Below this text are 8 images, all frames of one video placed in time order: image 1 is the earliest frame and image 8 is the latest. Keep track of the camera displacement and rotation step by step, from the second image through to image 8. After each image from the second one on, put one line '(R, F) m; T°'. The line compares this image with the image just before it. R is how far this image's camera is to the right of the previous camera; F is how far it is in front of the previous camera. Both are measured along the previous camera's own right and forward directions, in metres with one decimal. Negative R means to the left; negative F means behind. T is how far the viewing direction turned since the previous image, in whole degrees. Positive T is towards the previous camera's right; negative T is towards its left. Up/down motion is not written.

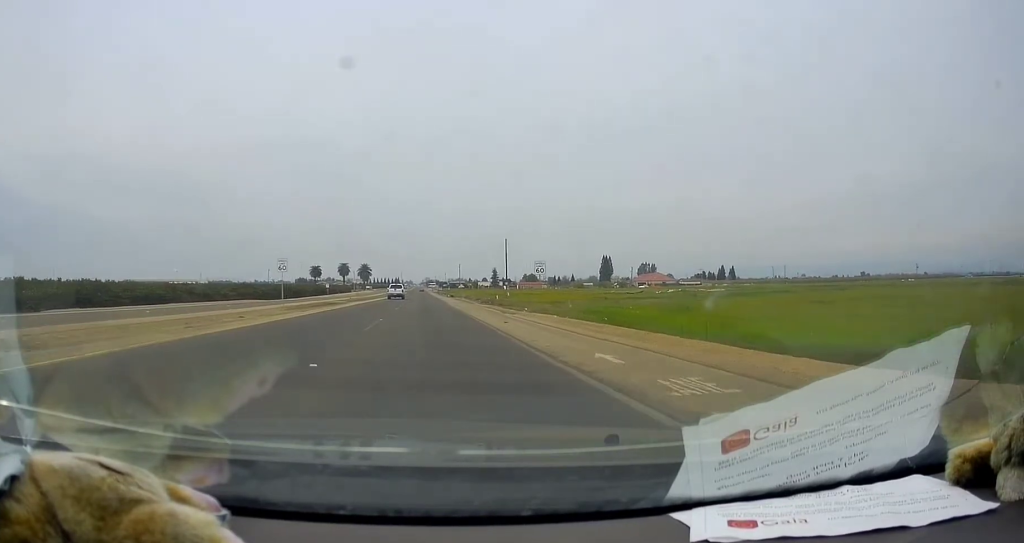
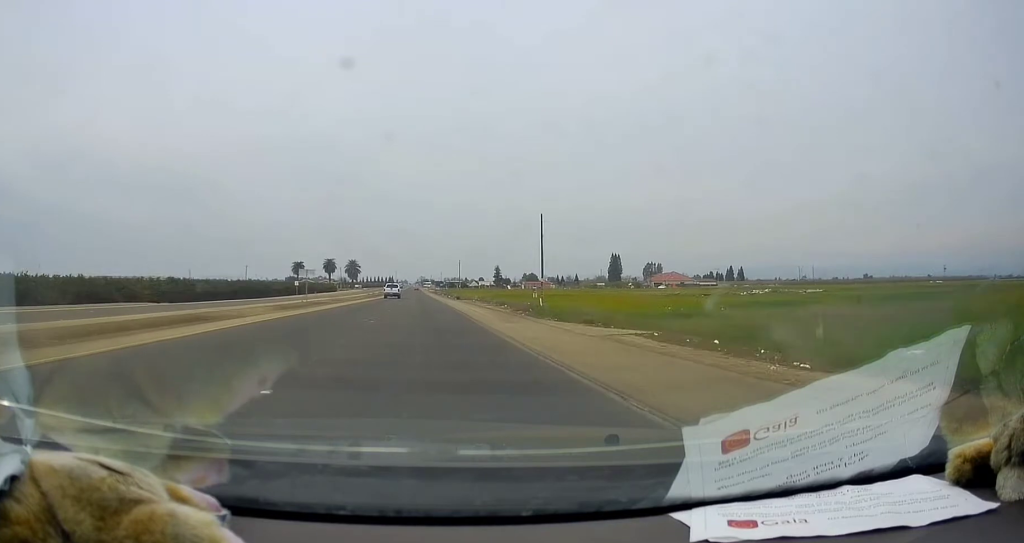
(-0.4, +32.2) m; -2°
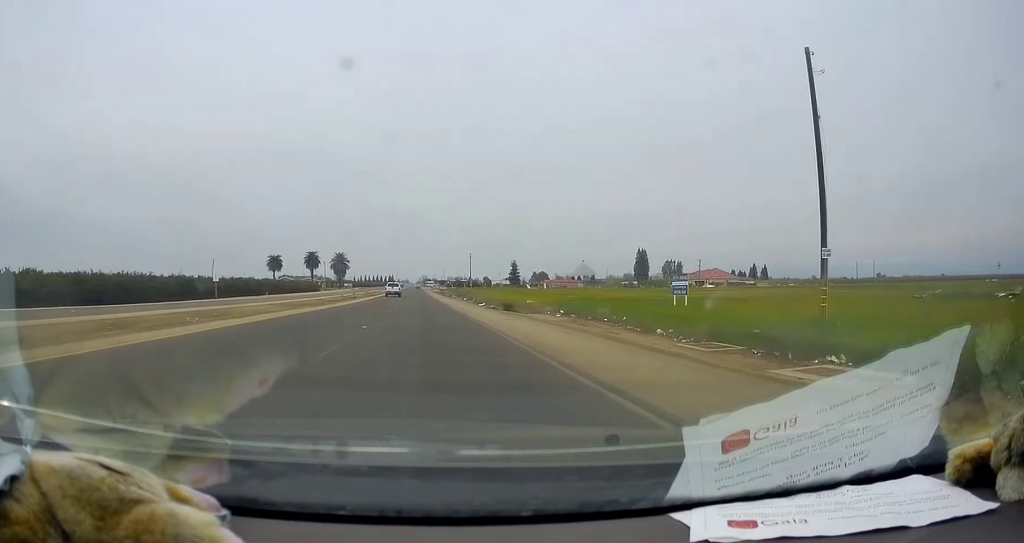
(-0.1, +47.1) m; 0°
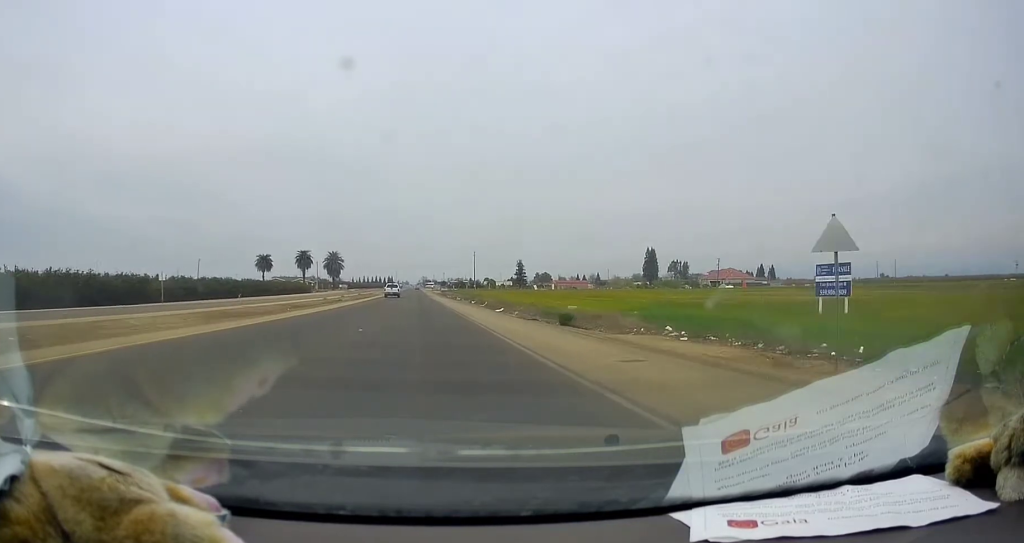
(0.0, +15.8) m; 0°
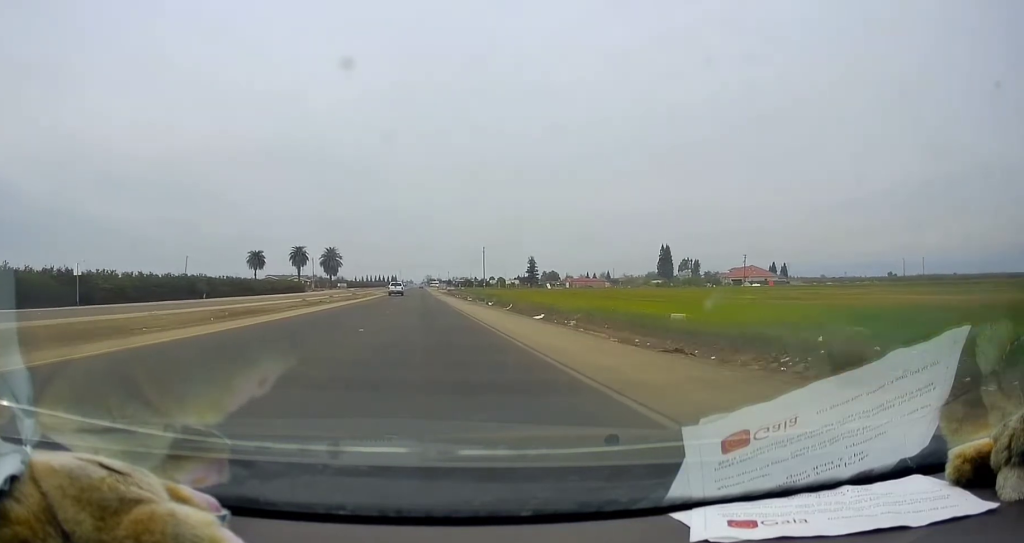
(0.0, +15.7) m; +1°
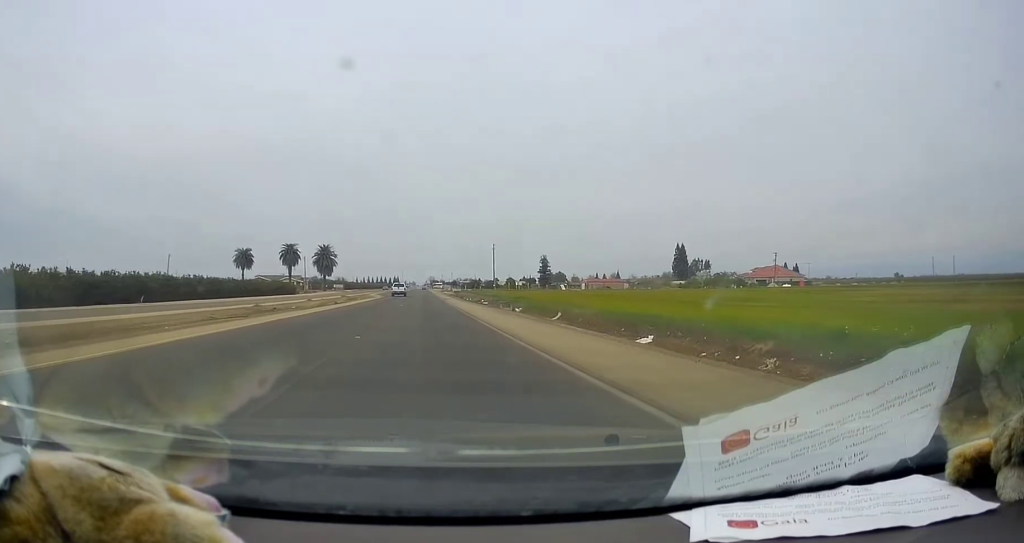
(+0.2, +16.4) m; 0°
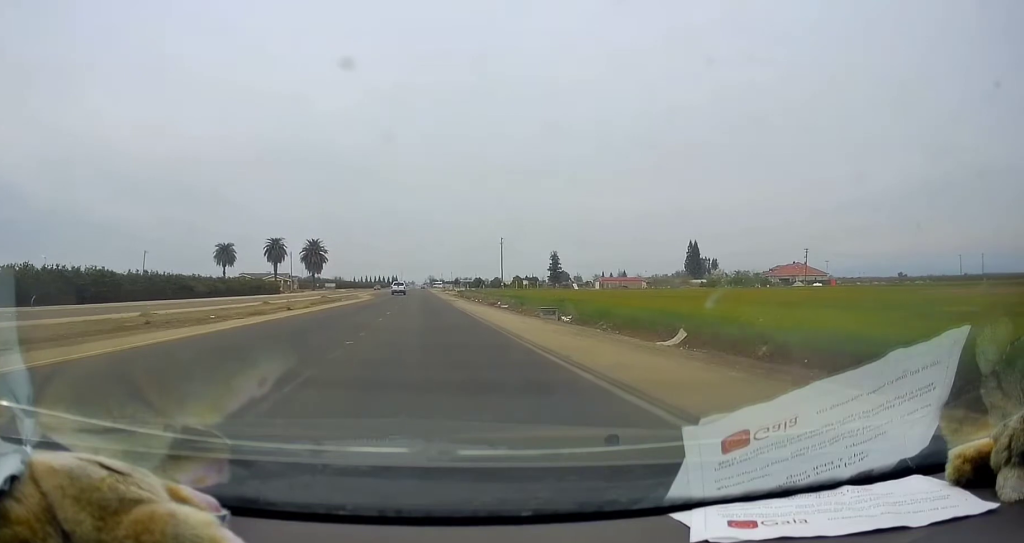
(+0.1, +17.1) m; 0°
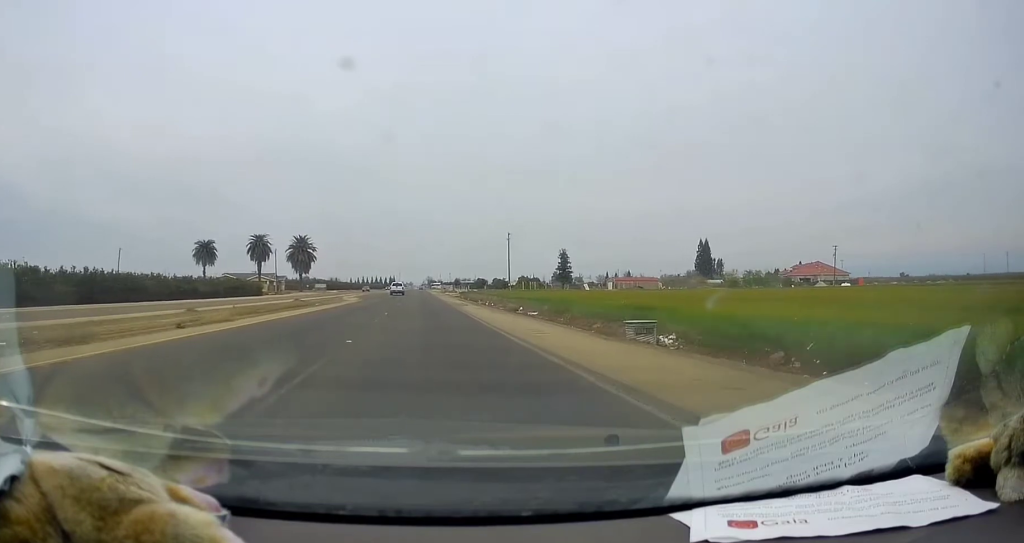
(-0.2, +14.3) m; -1°
